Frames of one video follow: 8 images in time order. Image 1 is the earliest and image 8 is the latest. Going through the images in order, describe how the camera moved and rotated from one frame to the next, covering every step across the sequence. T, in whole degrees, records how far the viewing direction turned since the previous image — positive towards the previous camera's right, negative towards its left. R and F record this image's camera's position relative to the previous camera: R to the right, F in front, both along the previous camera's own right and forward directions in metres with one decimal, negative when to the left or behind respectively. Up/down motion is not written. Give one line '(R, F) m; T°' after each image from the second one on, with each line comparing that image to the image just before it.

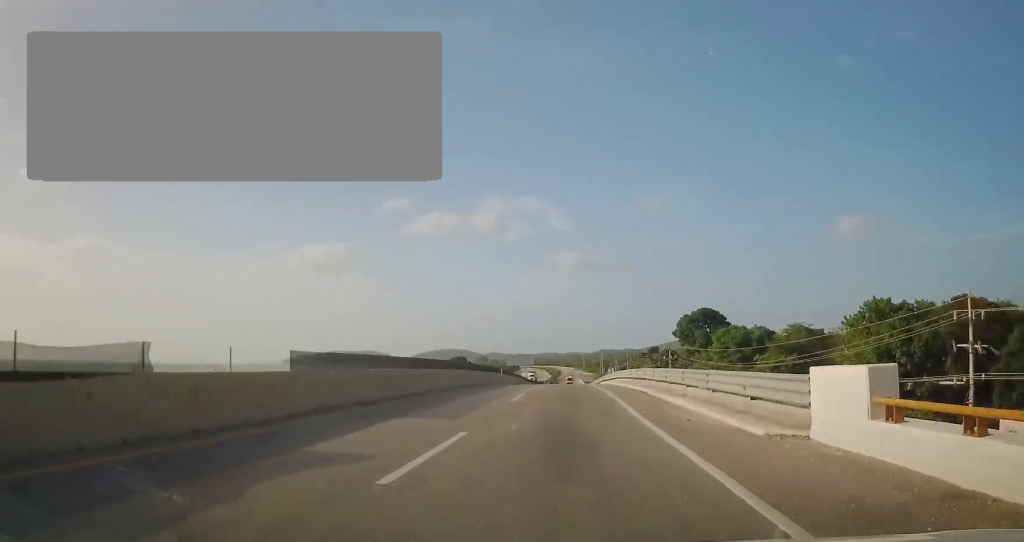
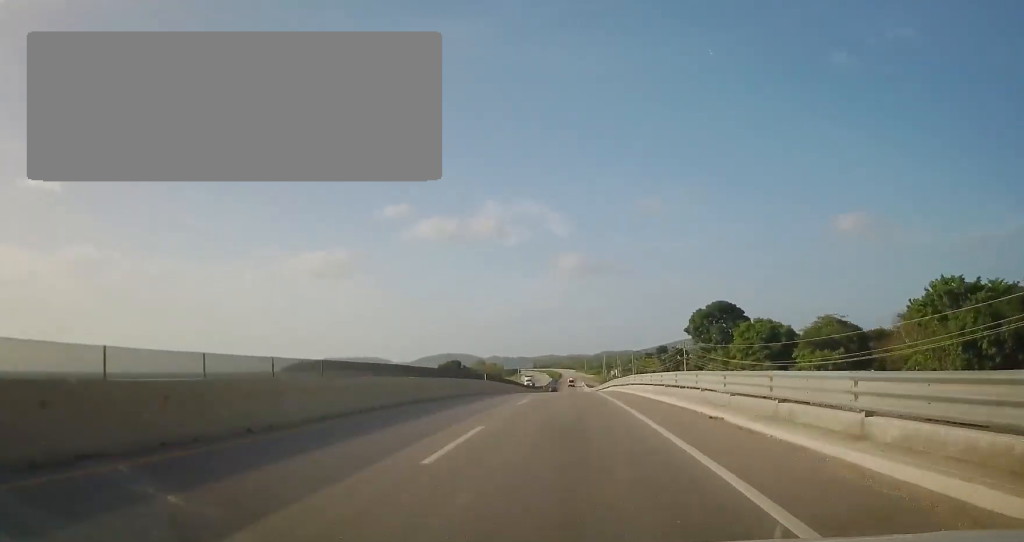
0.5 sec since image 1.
(-0.3, +13.1) m; 0°
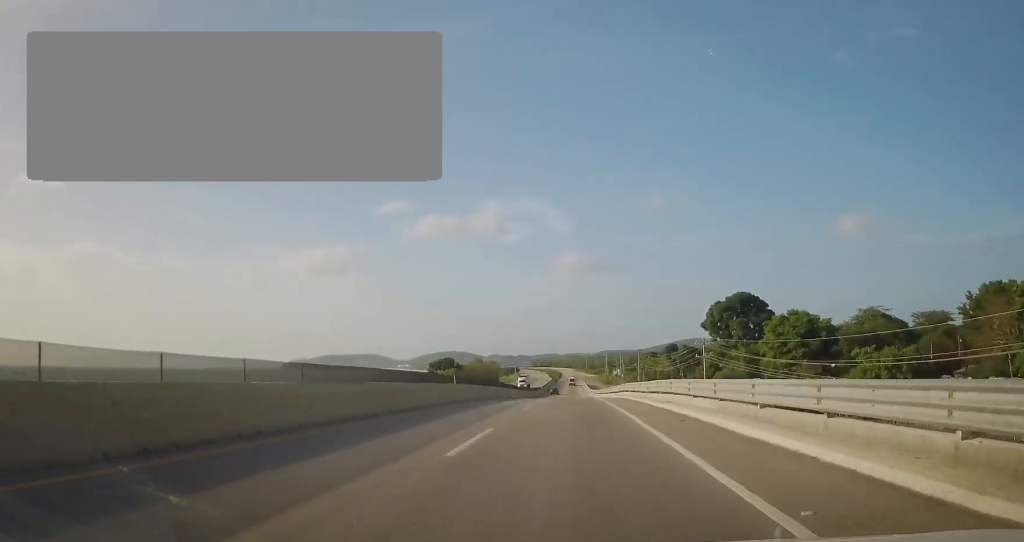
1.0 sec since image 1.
(+0.3, +13.7) m; 0°
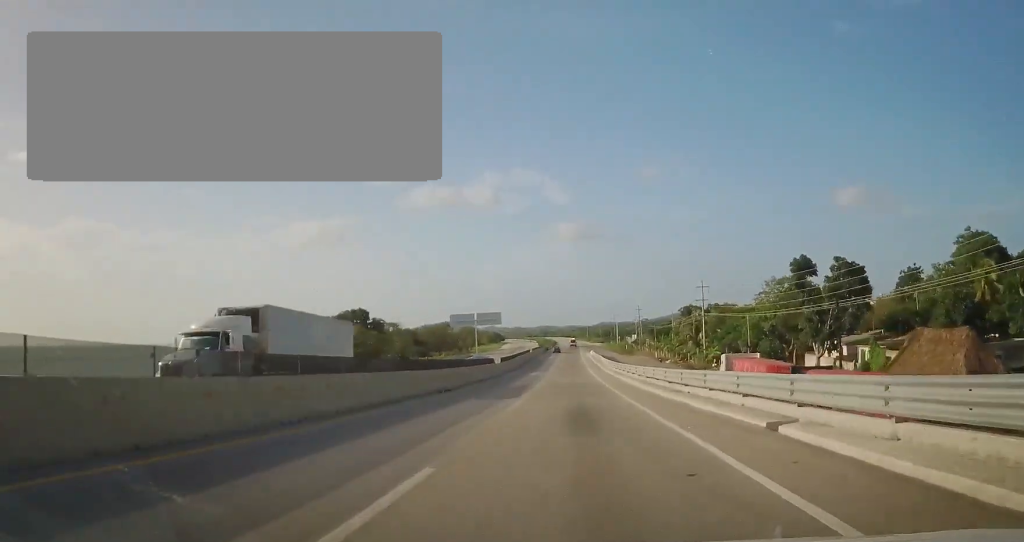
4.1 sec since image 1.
(+0.8, +81.6) m; +1°
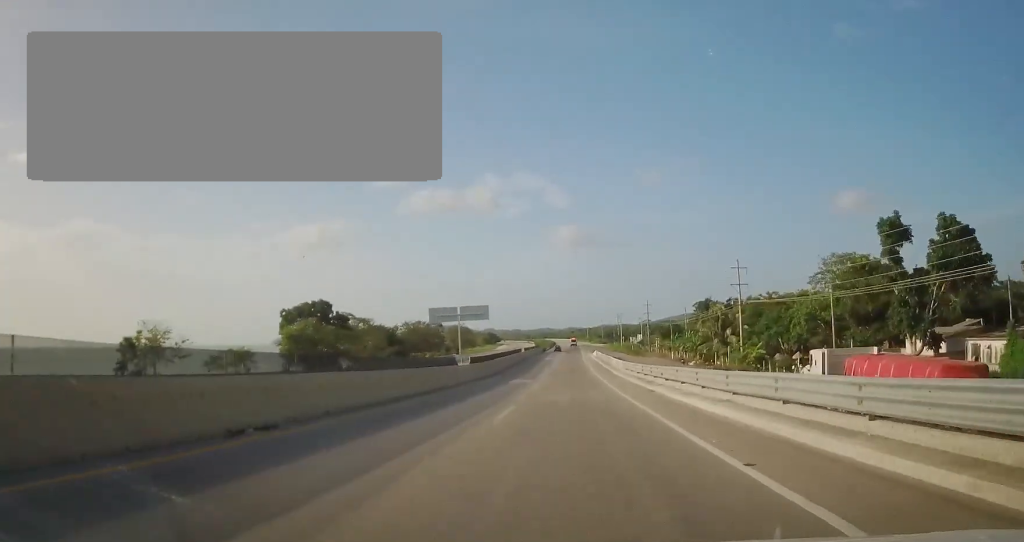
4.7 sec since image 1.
(-0.2, +18.3) m; +1°
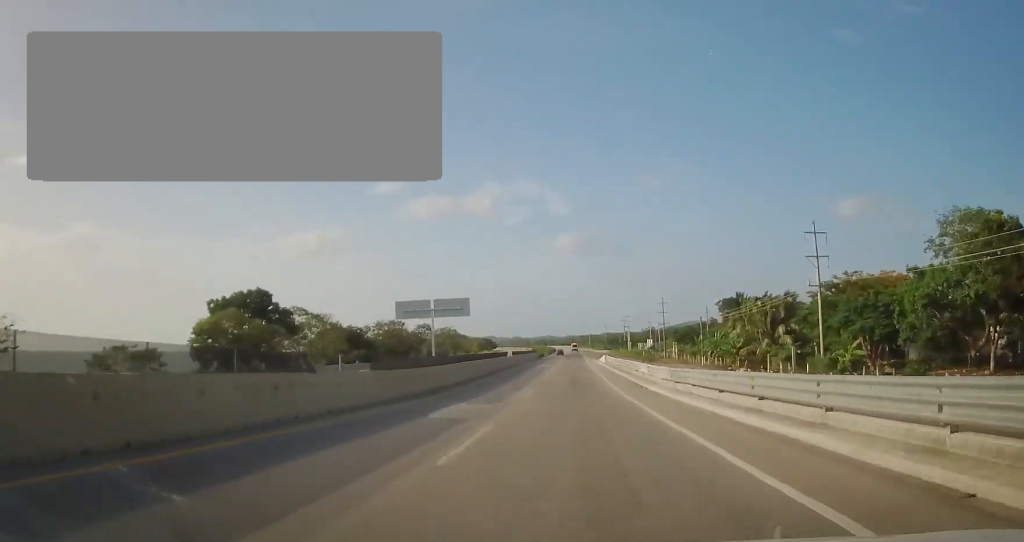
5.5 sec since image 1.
(+1.0, +21.3) m; +2°
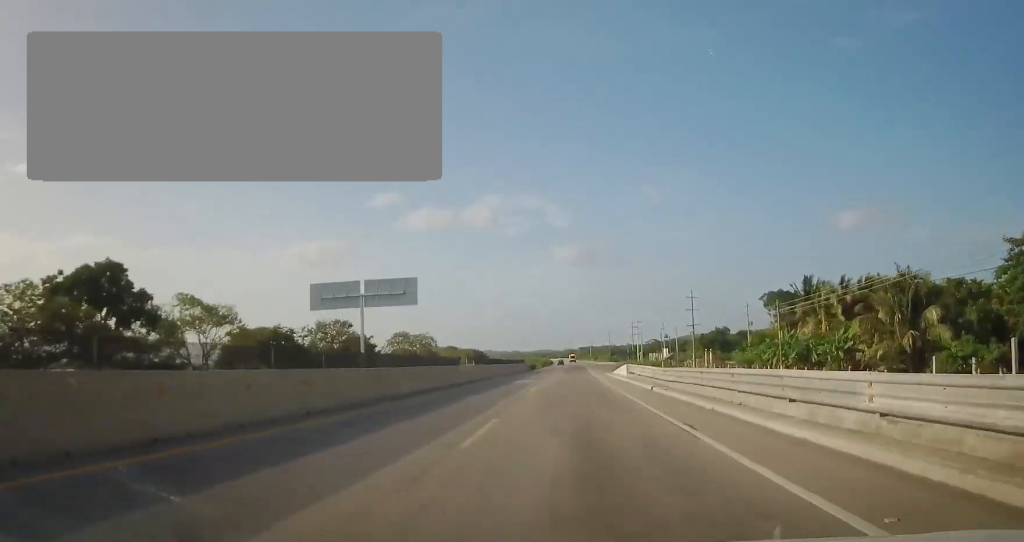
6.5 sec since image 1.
(-0.6, +29.0) m; -2°
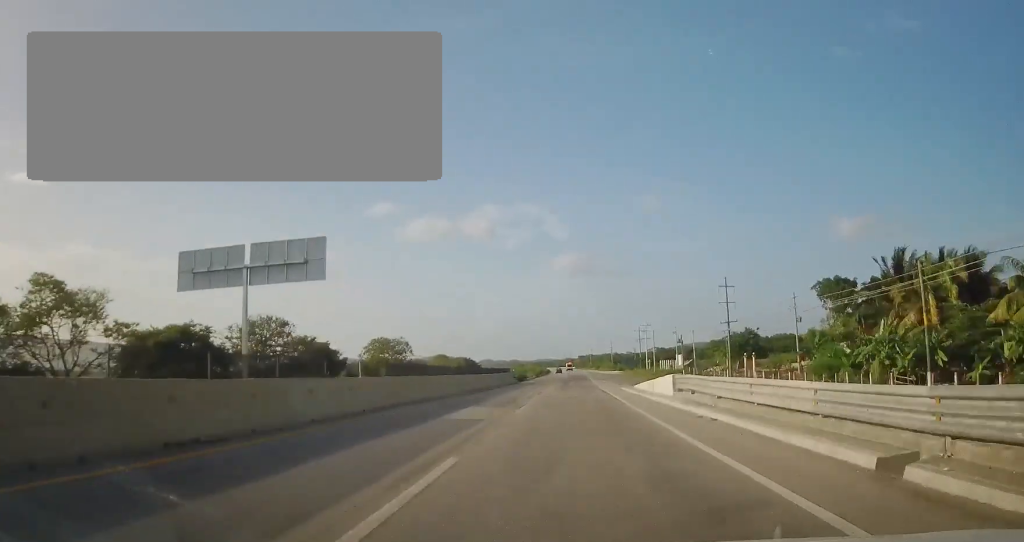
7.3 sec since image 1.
(-0.5, +21.2) m; 0°
